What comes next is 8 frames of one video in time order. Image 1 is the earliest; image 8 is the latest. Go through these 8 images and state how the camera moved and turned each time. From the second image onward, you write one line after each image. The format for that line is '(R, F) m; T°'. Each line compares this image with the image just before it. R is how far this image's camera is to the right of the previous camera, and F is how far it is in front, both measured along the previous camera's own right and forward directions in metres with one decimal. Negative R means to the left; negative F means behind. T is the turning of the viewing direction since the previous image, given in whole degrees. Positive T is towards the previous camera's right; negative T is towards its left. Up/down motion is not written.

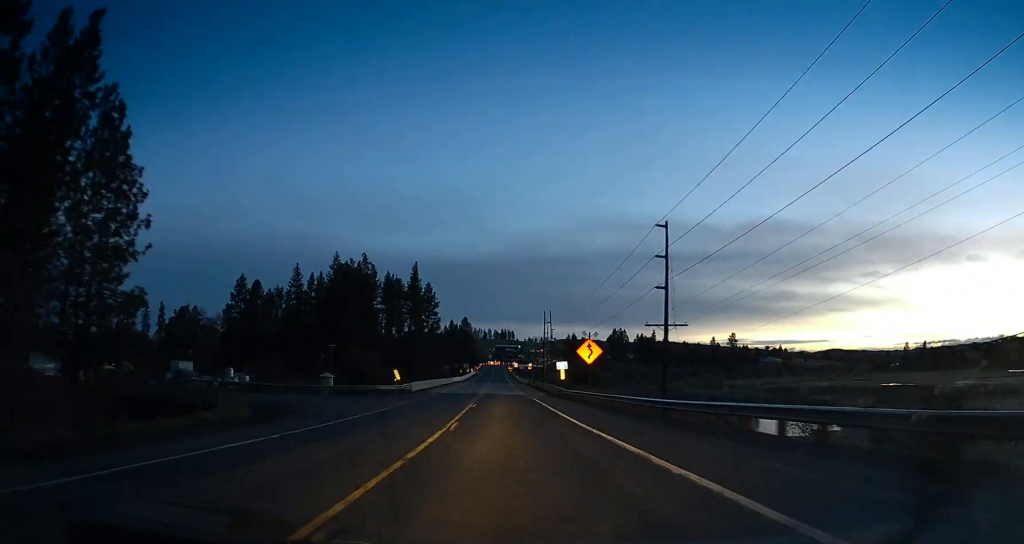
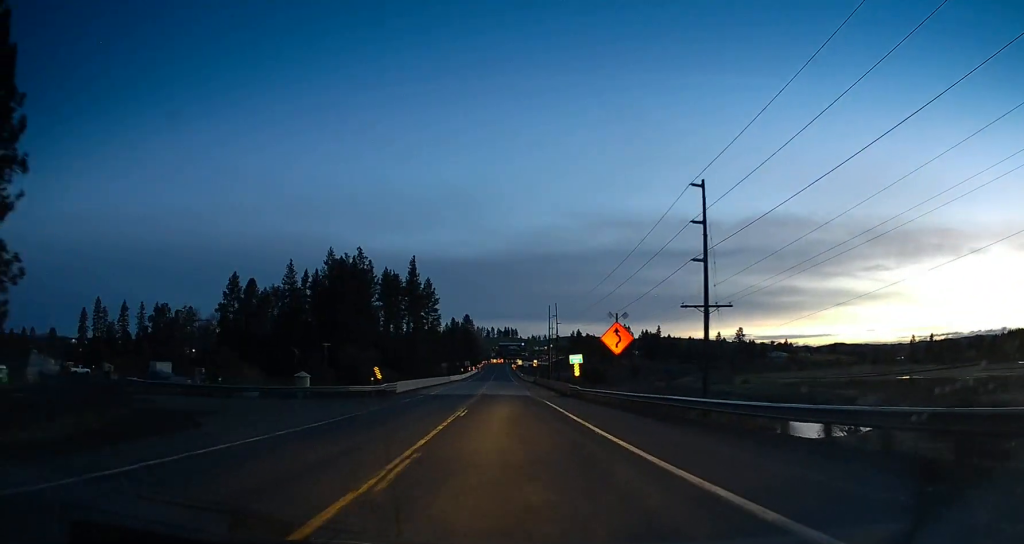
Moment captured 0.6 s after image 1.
(-0.4, +10.0) m; -1°
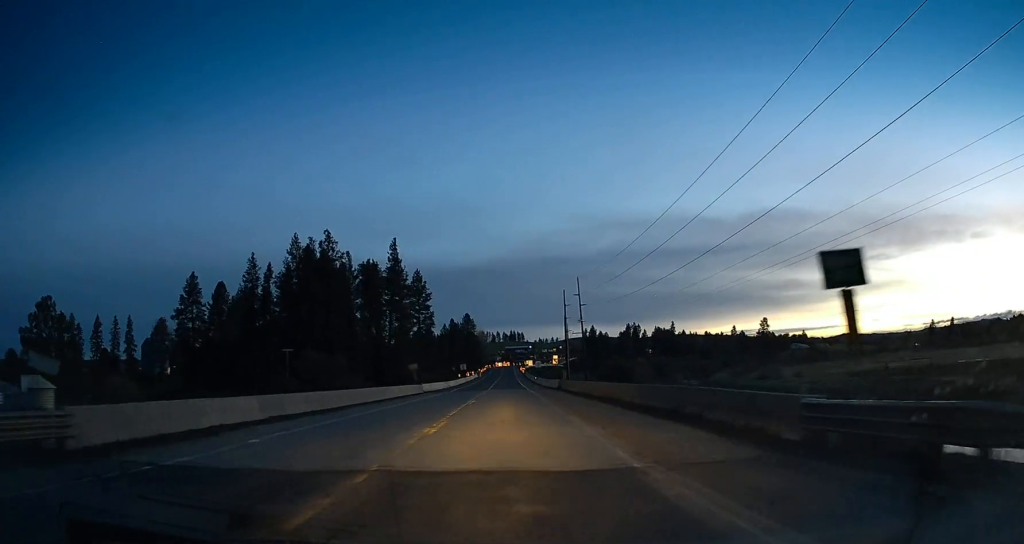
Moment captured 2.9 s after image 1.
(-0.5, +39.9) m; -3°
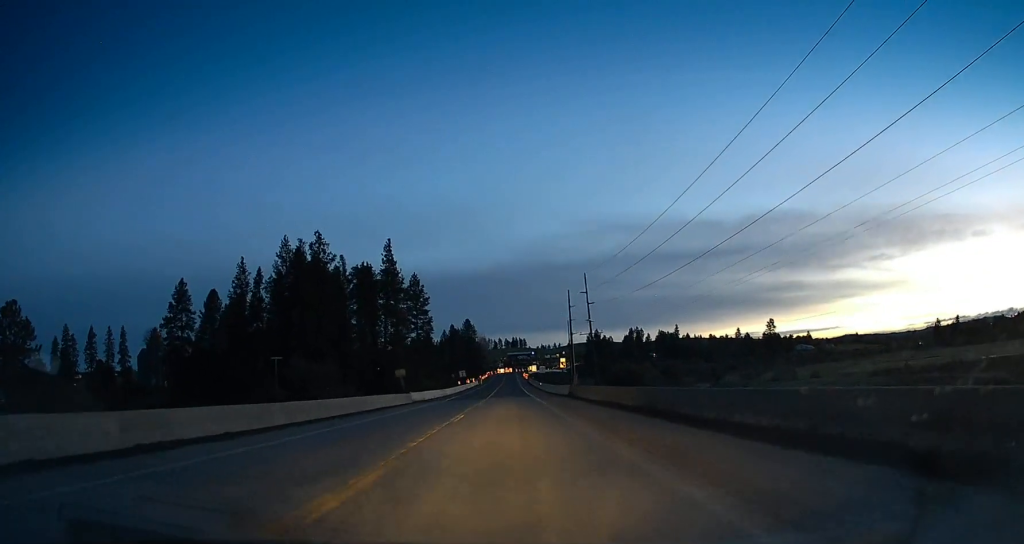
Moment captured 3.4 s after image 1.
(-0.3, +9.0) m; -2°
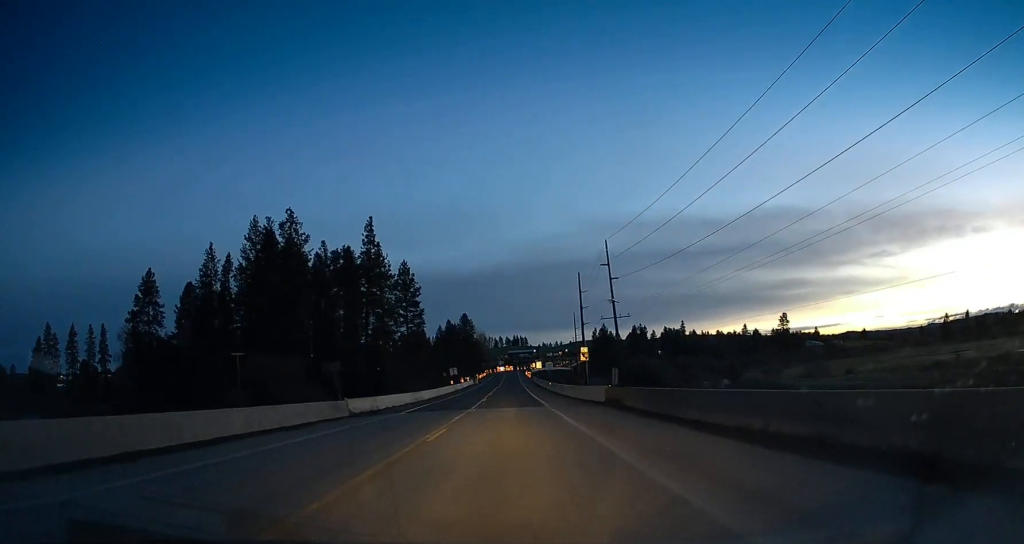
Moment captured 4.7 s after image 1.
(-0.6, +22.3) m; 0°
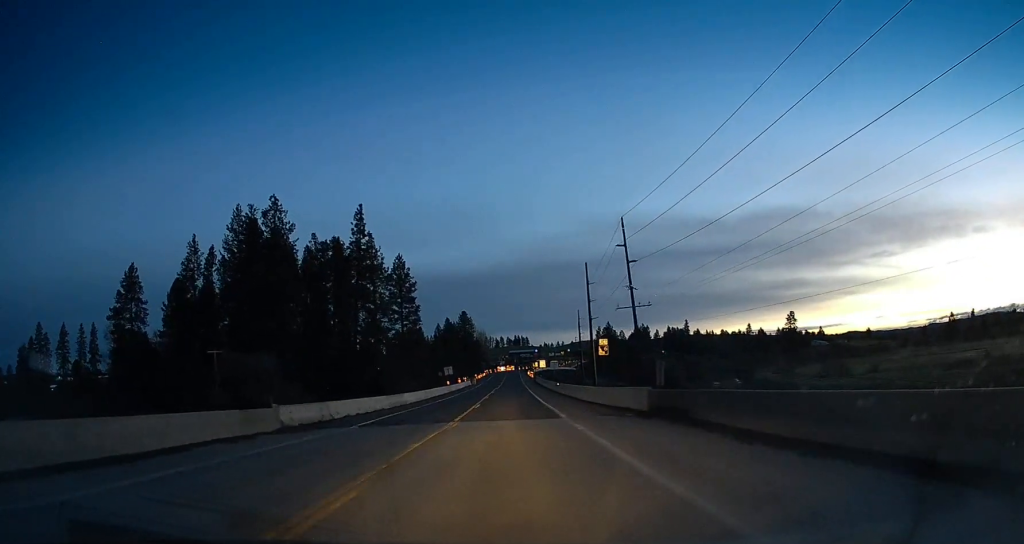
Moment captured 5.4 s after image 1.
(+0.3, +10.8) m; +1°
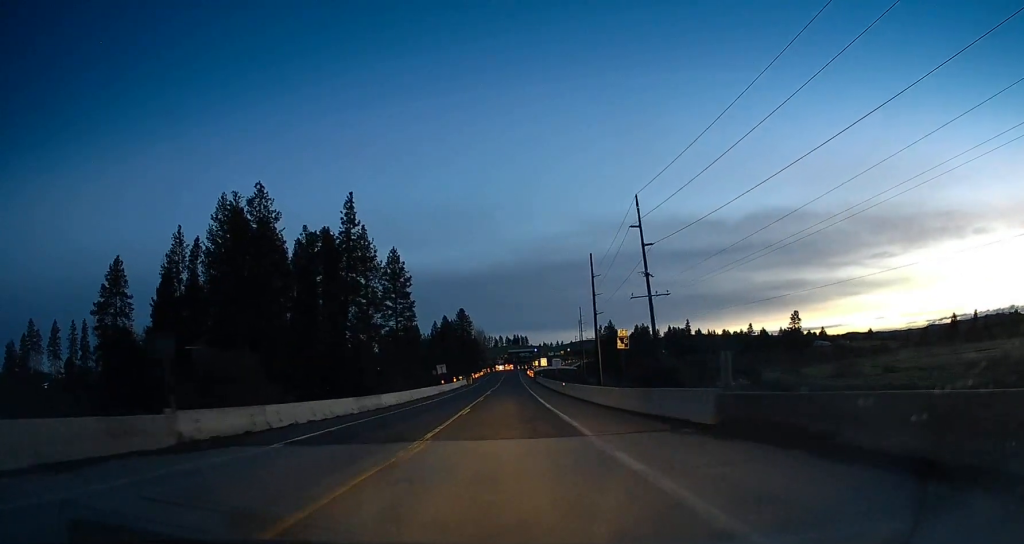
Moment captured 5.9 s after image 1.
(+0.3, +8.0) m; 0°
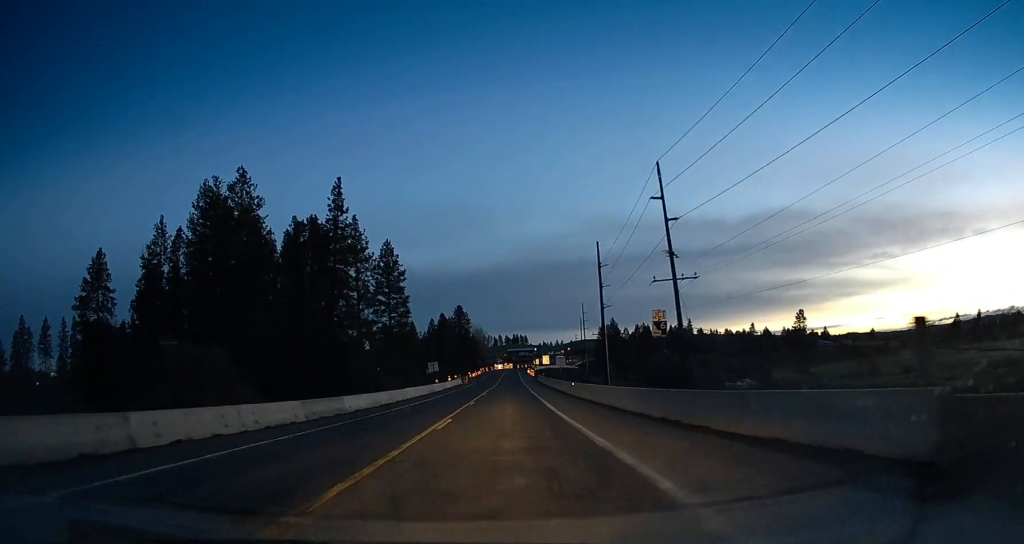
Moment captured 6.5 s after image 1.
(-0.3, +8.8) m; 0°
